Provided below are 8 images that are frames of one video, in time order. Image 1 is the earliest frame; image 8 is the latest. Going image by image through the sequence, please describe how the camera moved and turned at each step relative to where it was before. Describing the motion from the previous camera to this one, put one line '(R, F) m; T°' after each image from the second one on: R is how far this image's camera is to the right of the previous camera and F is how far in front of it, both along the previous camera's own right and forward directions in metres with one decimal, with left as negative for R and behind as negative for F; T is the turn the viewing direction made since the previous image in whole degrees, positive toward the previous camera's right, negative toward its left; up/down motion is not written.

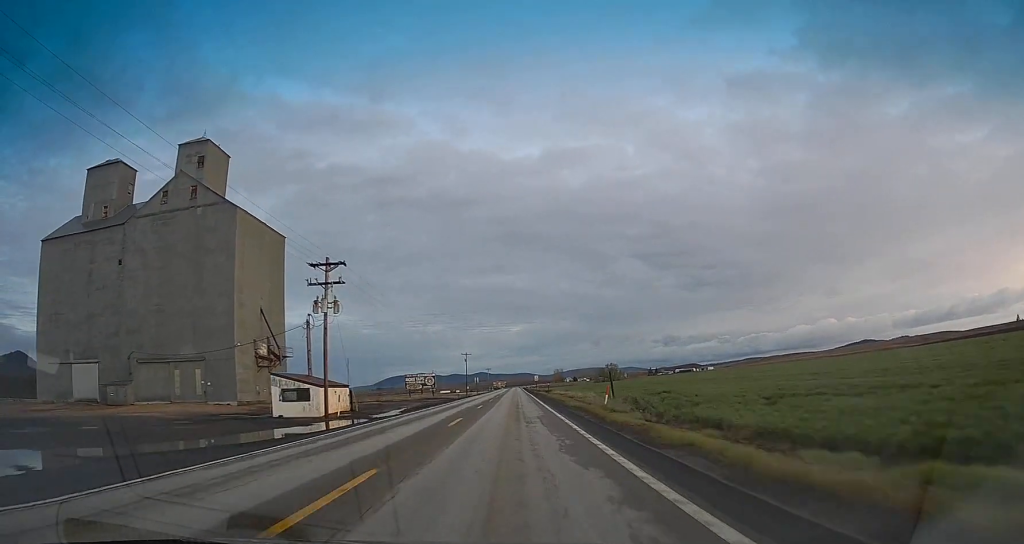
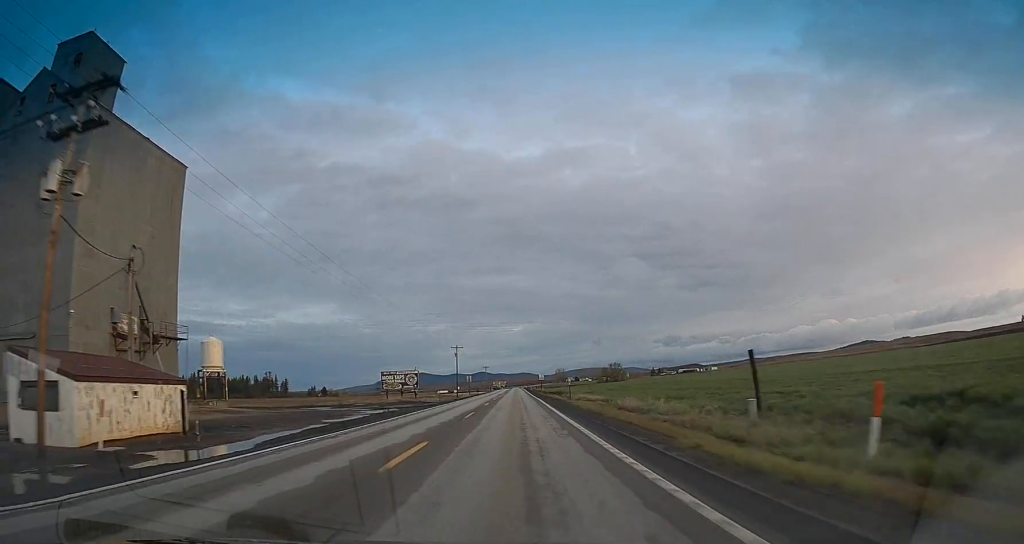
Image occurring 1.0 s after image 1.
(+0.4, +25.5) m; +1°
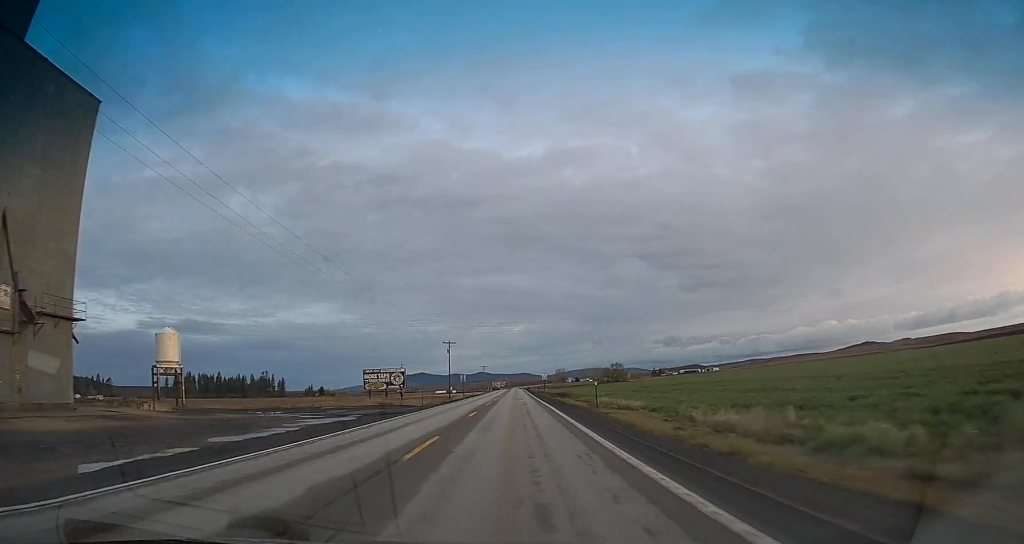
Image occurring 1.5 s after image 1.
(-0.1, +13.8) m; -1°
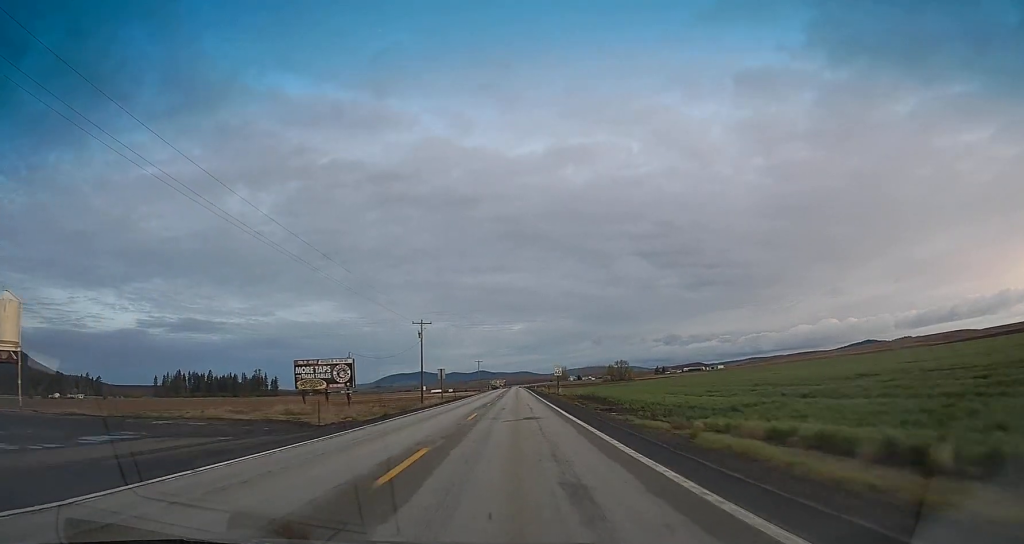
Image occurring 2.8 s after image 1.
(-0.7, +32.9) m; -1°
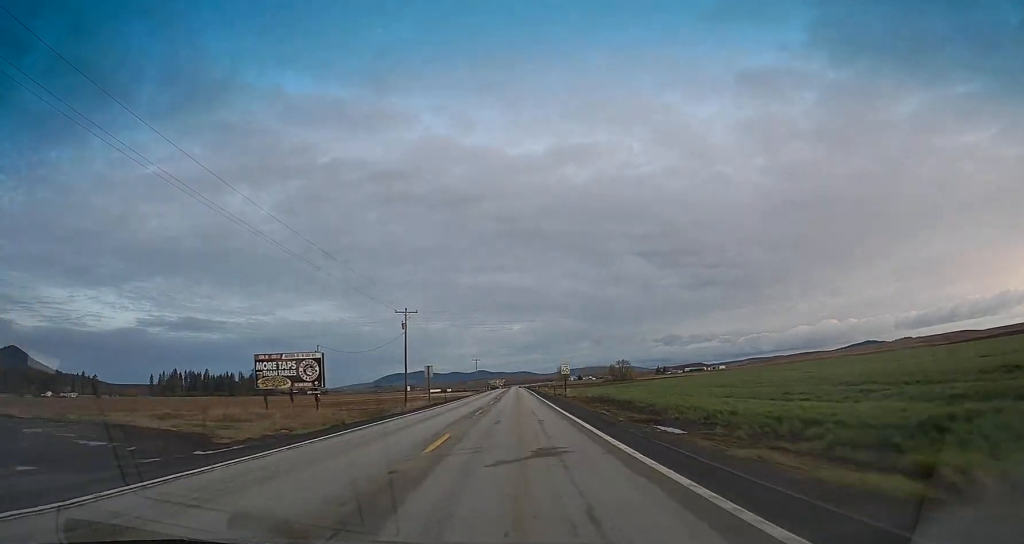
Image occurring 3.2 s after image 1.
(+0.1, +11.5) m; 0°
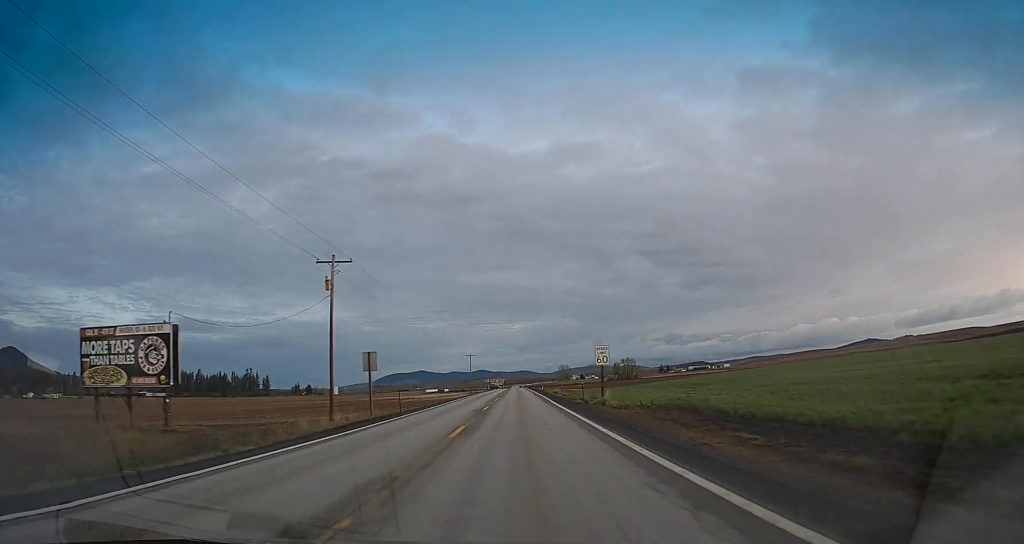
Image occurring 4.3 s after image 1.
(+0.4, +27.5) m; 0°
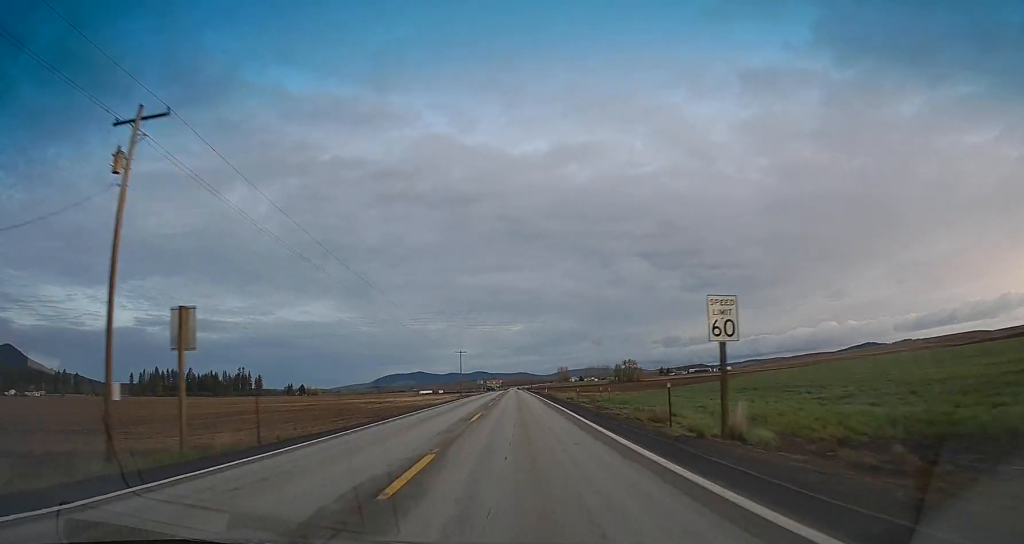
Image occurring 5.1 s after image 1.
(-0.1, +23.2) m; 0°
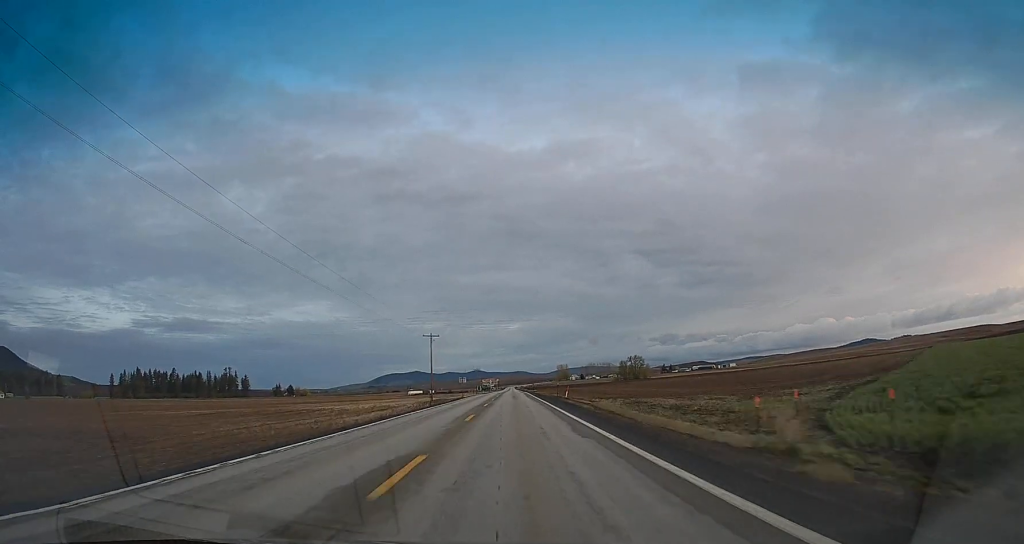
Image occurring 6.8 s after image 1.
(+0.4, +45.4) m; 0°
